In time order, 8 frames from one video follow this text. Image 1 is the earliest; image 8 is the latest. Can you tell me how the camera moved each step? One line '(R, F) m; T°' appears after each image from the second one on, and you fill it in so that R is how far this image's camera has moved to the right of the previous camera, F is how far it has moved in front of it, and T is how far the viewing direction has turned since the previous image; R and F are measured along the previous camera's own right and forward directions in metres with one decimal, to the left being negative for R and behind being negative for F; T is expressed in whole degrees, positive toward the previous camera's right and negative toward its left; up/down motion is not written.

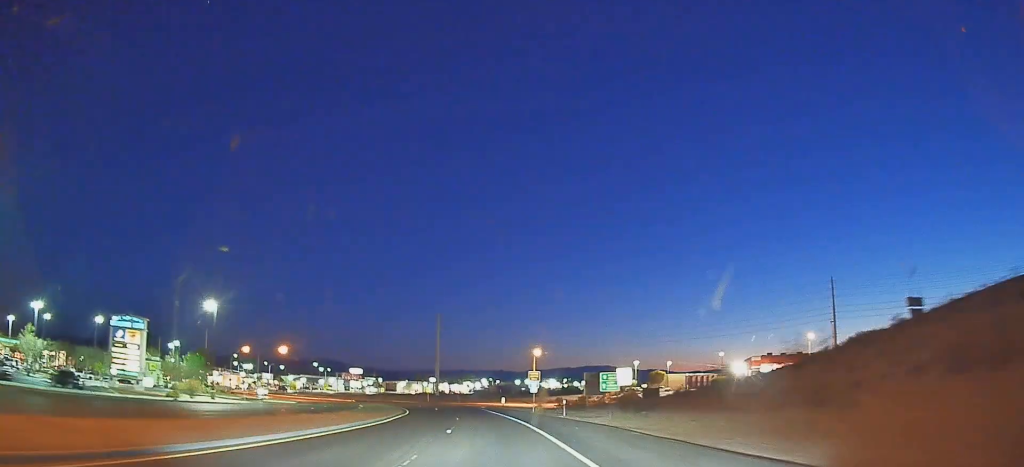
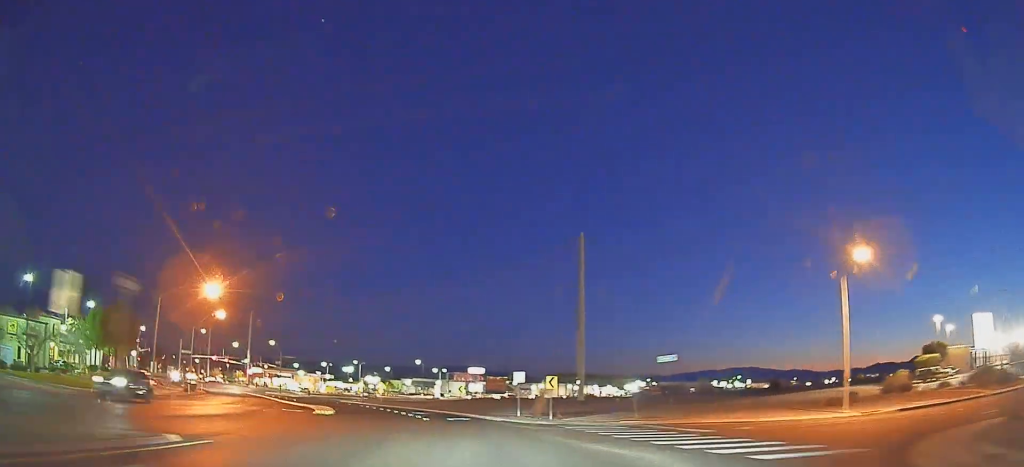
(-4.9, +46.1) m; -15°
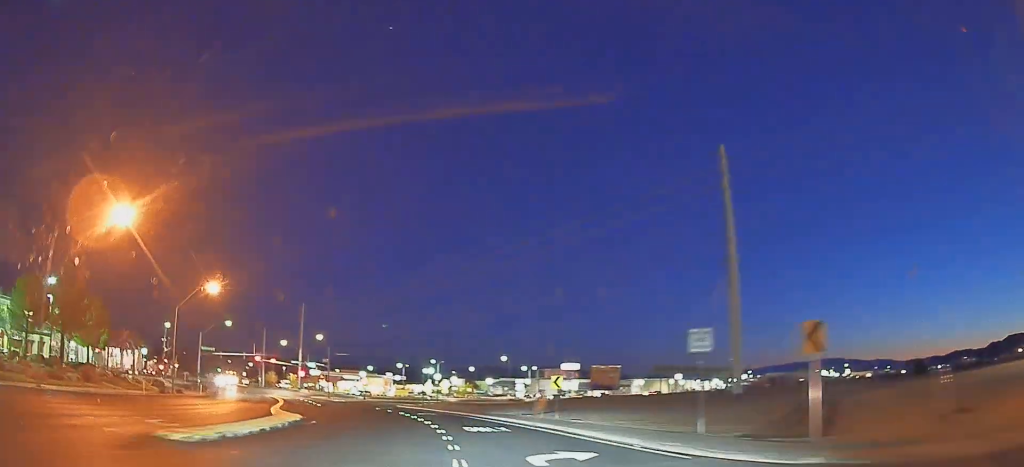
(-1.6, +17.5) m; -7°
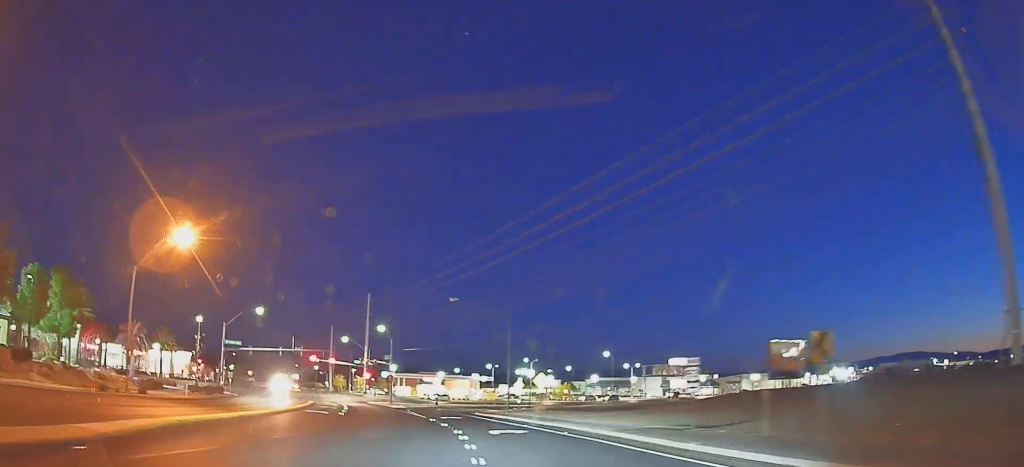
(-0.9, +15.3) m; -4°
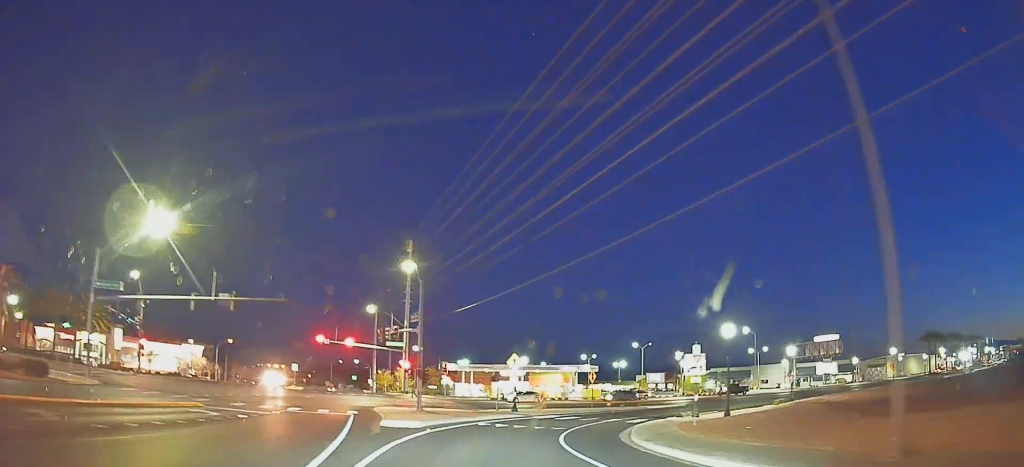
(-2.1, +29.4) m; +2°
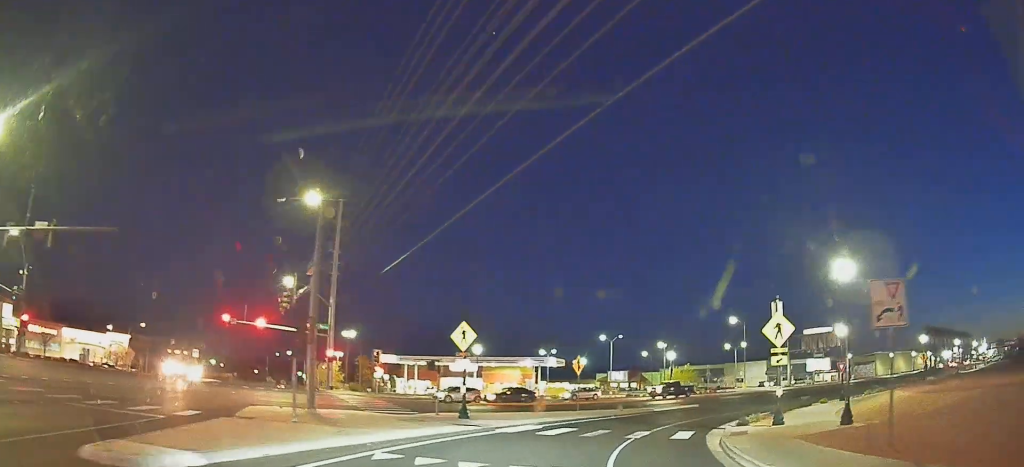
(-1.2, +11.4) m; +8°
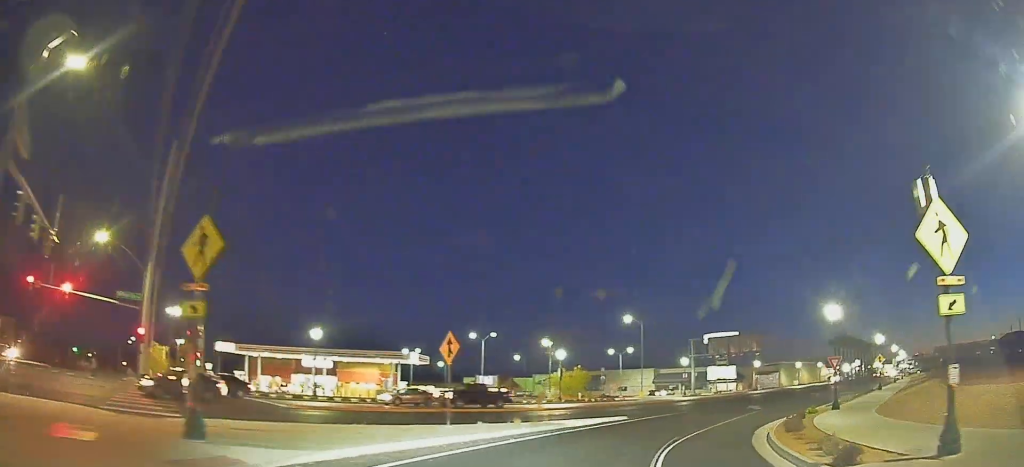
(+1.5, +16.3) m; +10°
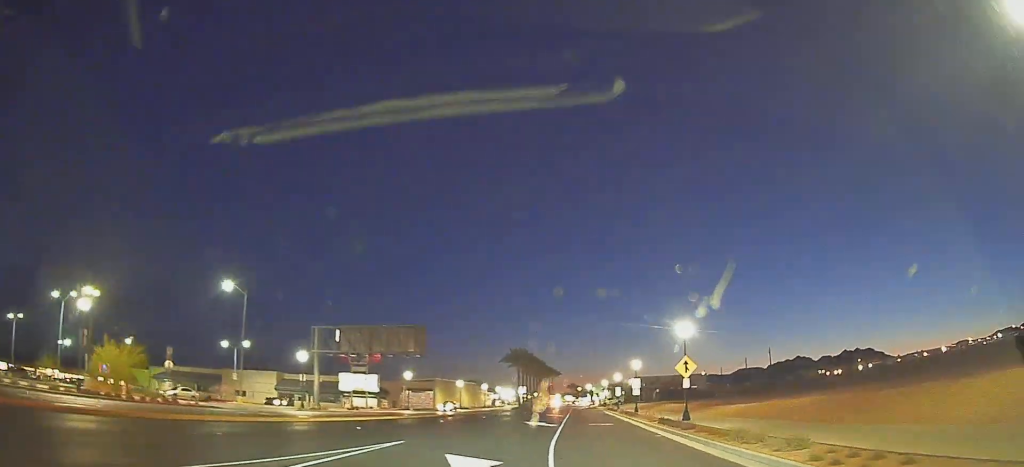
(+7.4, +40.9) m; +22°
